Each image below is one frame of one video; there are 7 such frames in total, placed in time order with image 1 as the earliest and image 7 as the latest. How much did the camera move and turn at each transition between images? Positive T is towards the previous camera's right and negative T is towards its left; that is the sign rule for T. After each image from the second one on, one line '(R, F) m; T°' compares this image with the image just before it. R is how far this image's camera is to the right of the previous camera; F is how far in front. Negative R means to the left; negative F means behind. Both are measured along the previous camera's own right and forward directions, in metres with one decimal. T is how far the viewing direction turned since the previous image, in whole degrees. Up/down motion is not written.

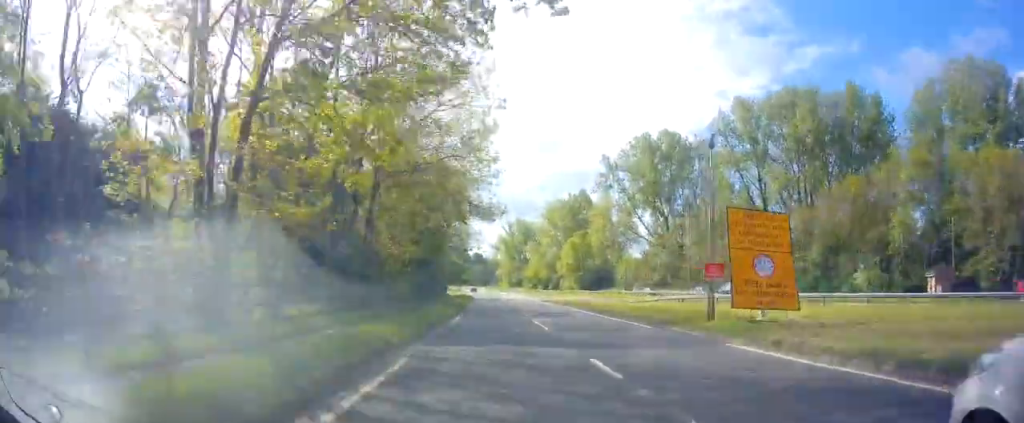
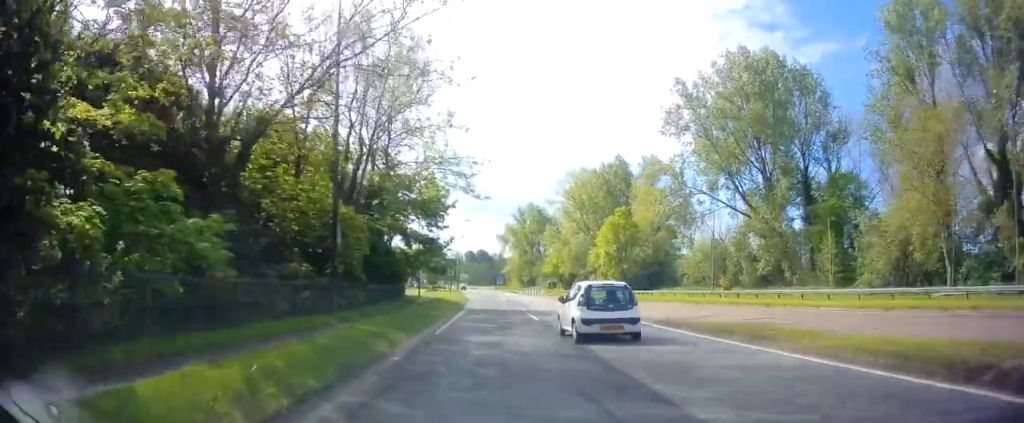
(-0.2, +39.9) m; -1°
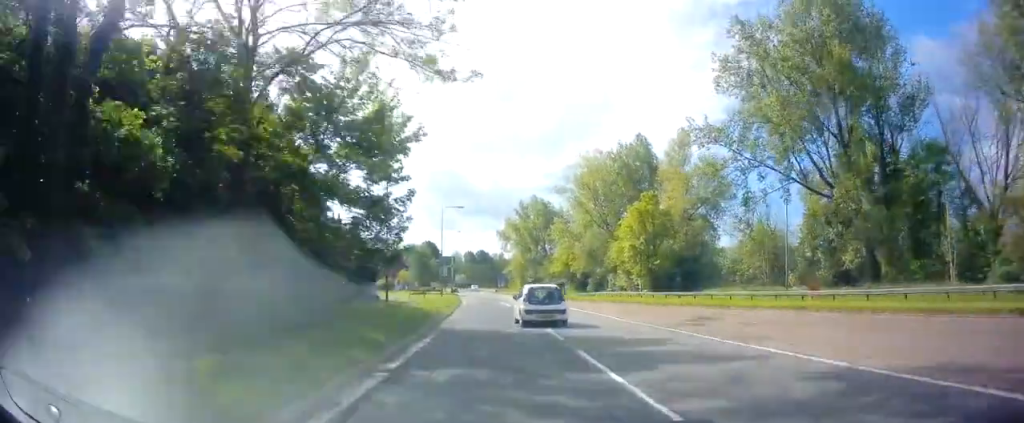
(-0.6, +17.1) m; -1°
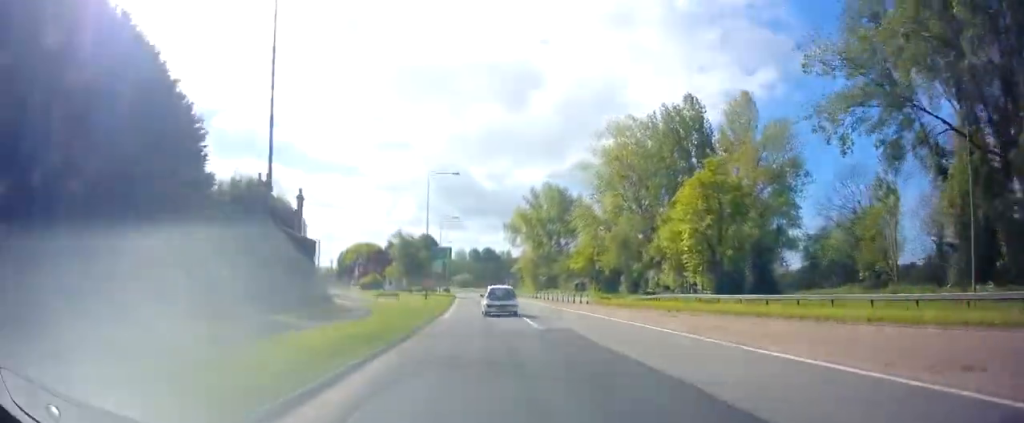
(+0.5, +21.9) m; 0°
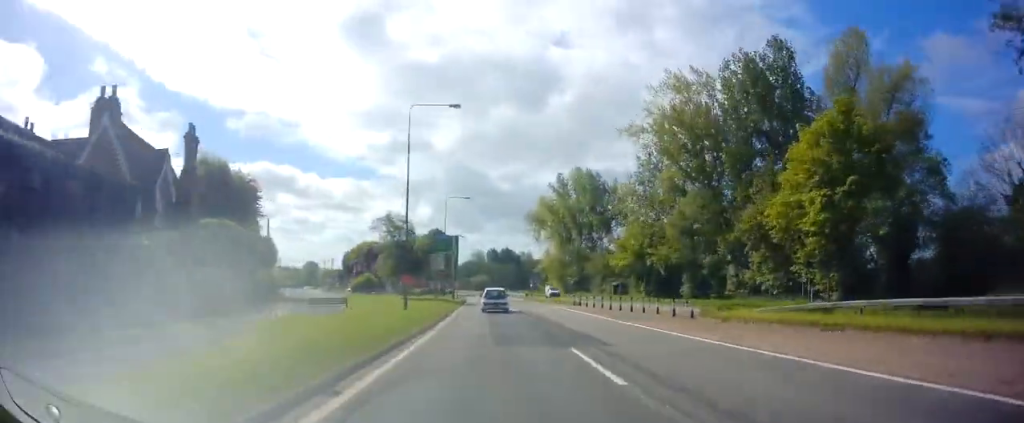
(-0.5, +20.7) m; -1°
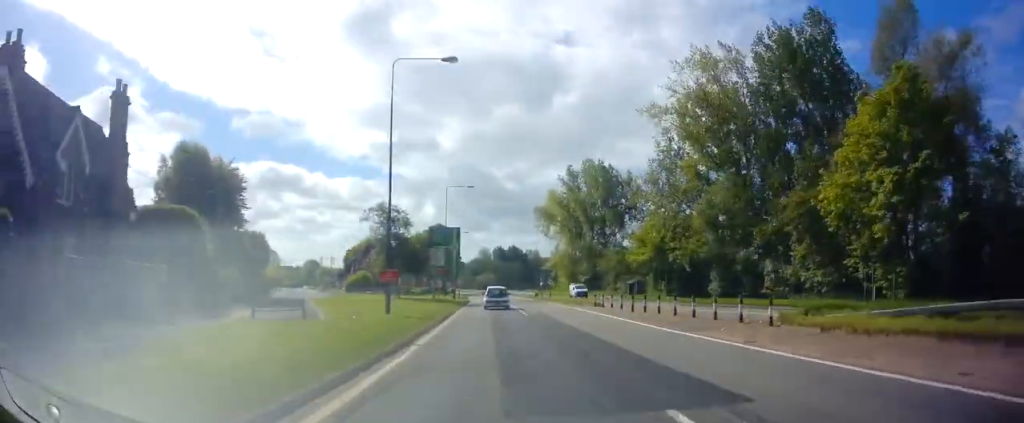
(-0.1, +6.8) m; 0°
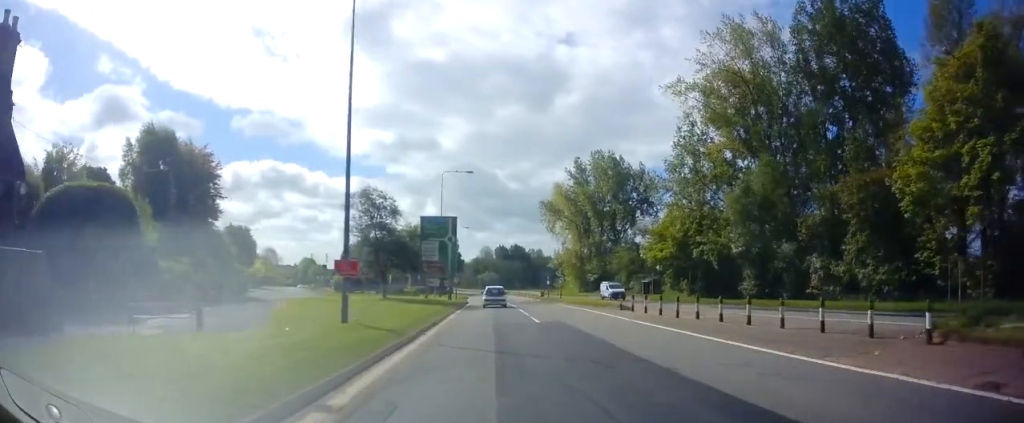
(+0.1, +7.6) m; 0°
